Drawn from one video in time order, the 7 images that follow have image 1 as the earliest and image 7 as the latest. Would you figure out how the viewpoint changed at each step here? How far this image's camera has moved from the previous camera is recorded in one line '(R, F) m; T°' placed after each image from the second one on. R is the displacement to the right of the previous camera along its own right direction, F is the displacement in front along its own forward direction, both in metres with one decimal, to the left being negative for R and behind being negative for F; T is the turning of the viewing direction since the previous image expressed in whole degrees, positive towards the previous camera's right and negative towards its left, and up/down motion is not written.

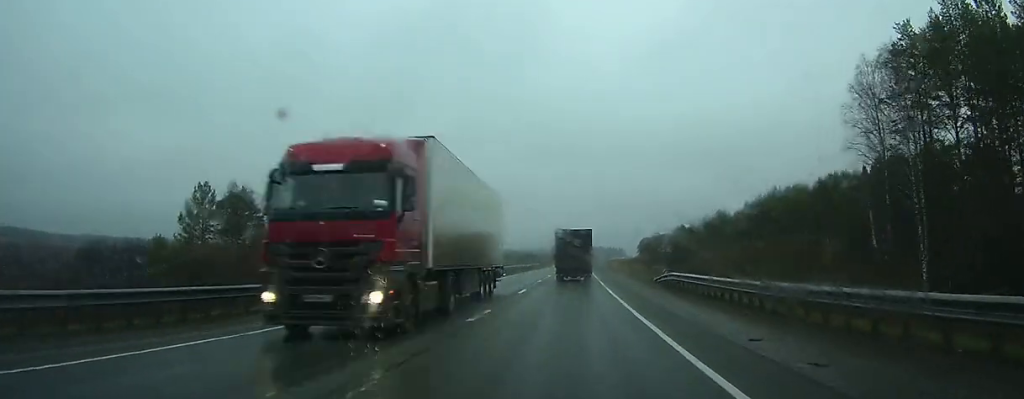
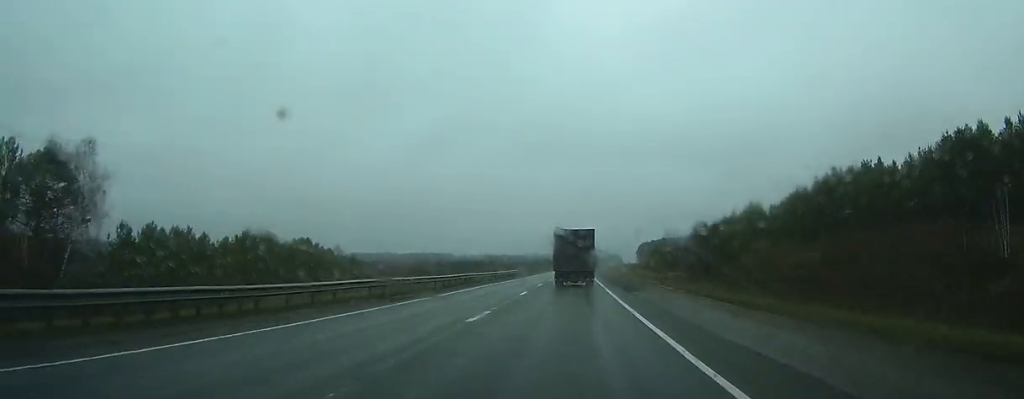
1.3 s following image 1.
(+0.3, +37.7) m; 0°
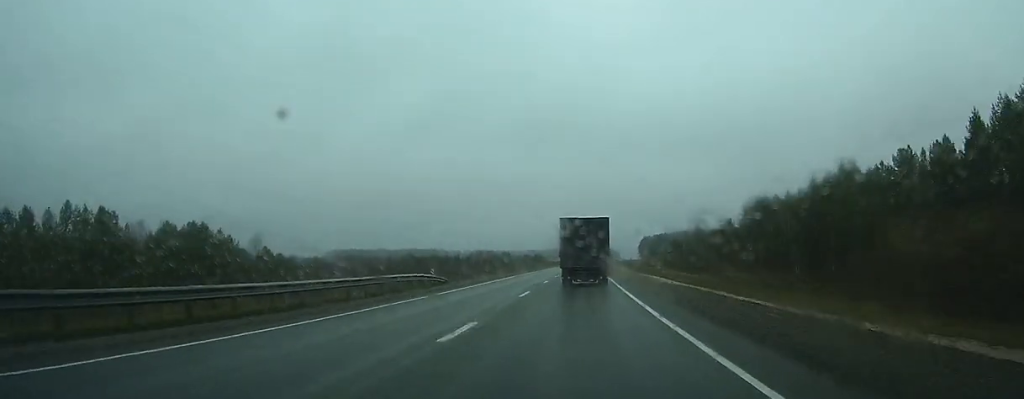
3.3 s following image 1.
(+0.3, +53.6) m; +1°
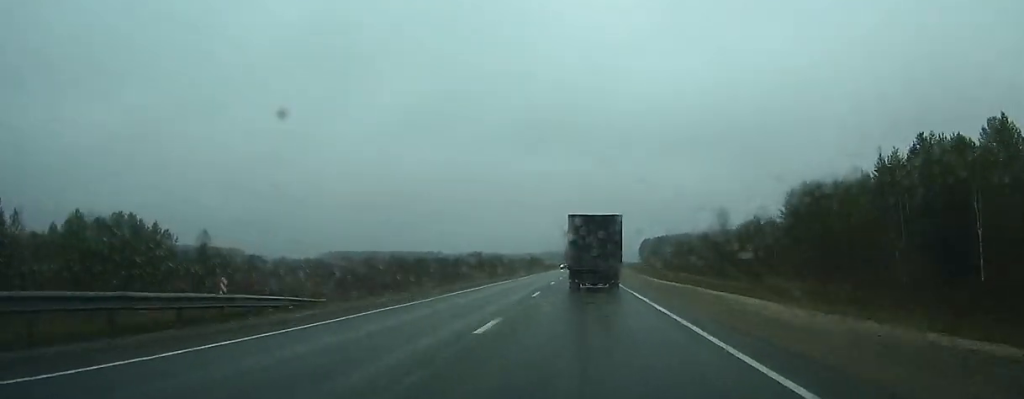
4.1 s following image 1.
(0.0, +23.6) m; 0°
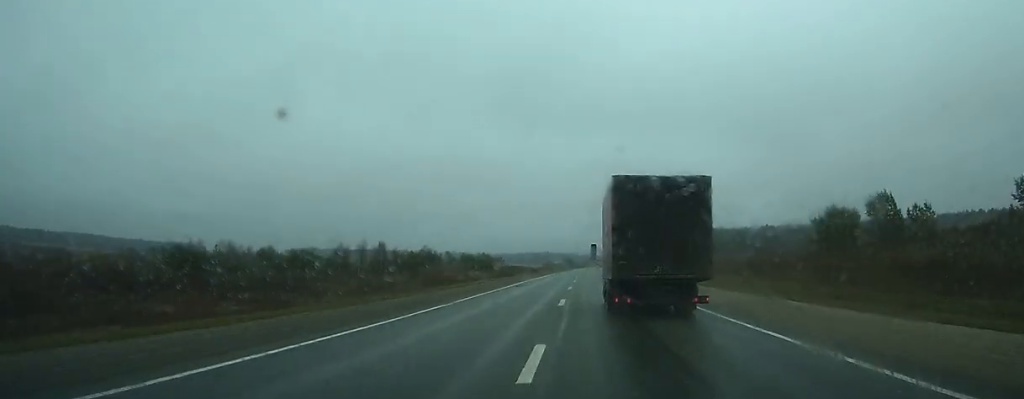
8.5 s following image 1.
(+1.6, +114.9) m; +1°
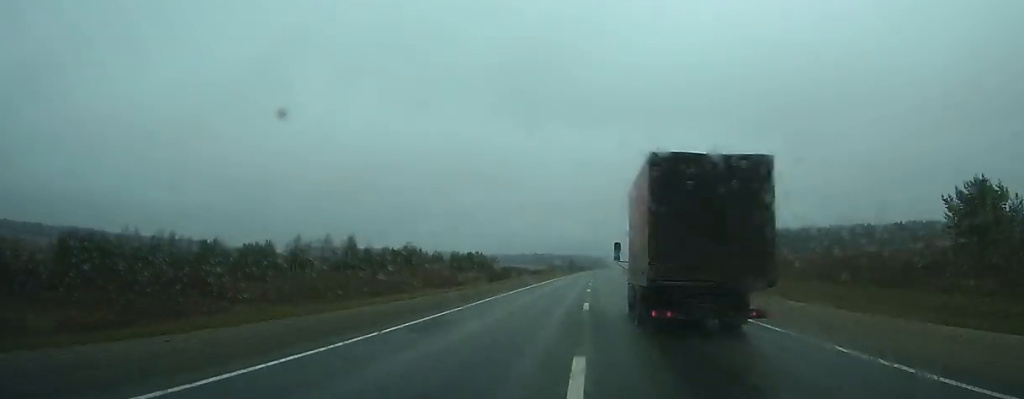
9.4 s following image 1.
(0.0, +24.9) m; 0°
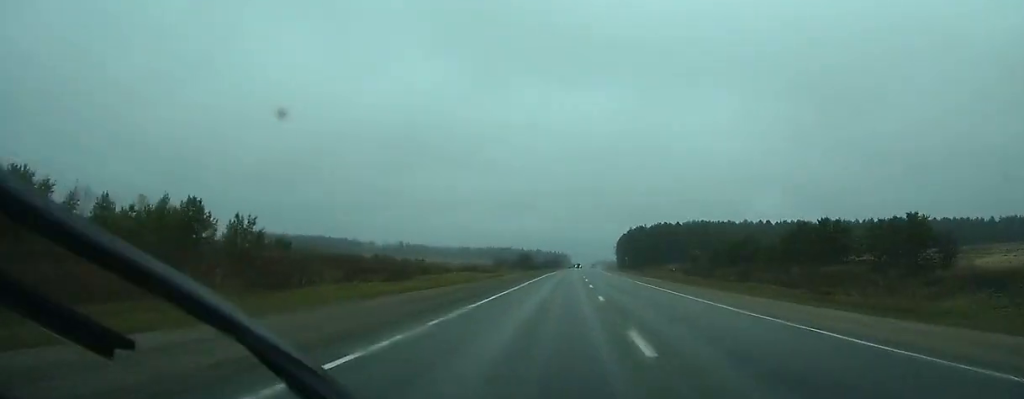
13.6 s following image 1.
(+2.4, +116.4) m; +3°
